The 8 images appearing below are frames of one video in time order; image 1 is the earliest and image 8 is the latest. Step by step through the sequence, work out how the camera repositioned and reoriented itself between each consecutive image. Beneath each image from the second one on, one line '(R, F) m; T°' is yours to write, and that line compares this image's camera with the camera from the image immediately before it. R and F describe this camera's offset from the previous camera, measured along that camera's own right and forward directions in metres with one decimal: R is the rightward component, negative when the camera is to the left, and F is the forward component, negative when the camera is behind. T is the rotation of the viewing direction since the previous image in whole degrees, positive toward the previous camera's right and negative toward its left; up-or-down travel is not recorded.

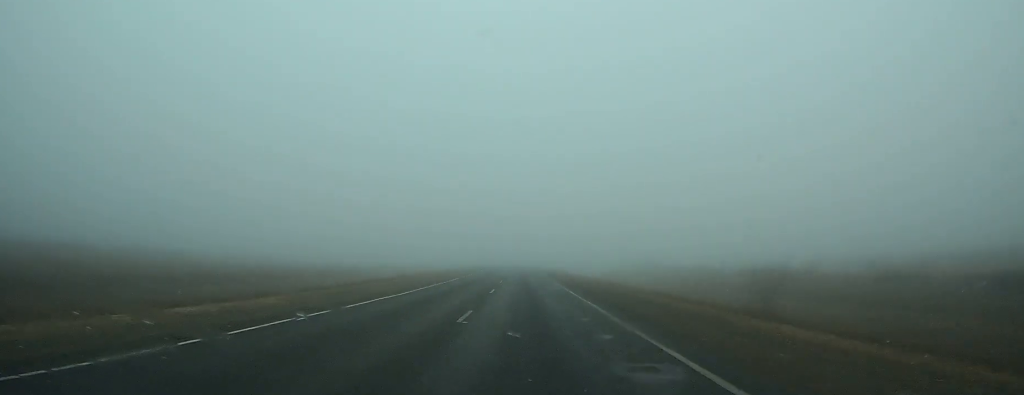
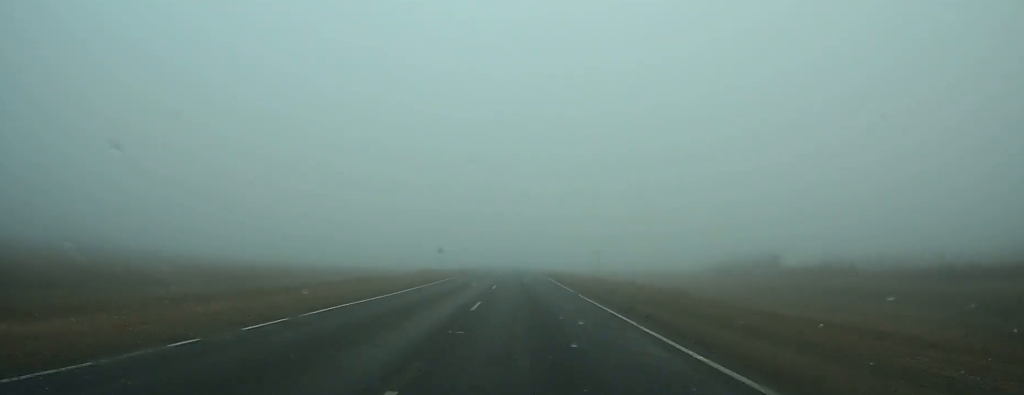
(-0.2, +79.3) m; 0°
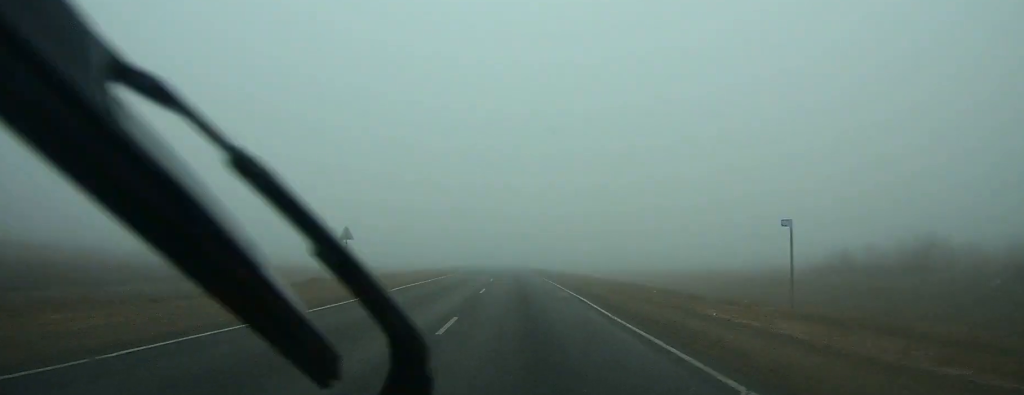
(-0.1, +42.3) m; -1°
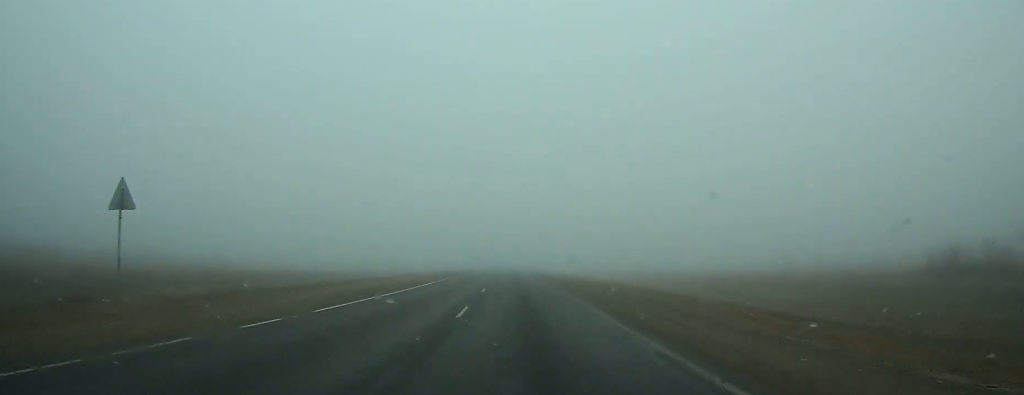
(+0.1, +21.6) m; 0°
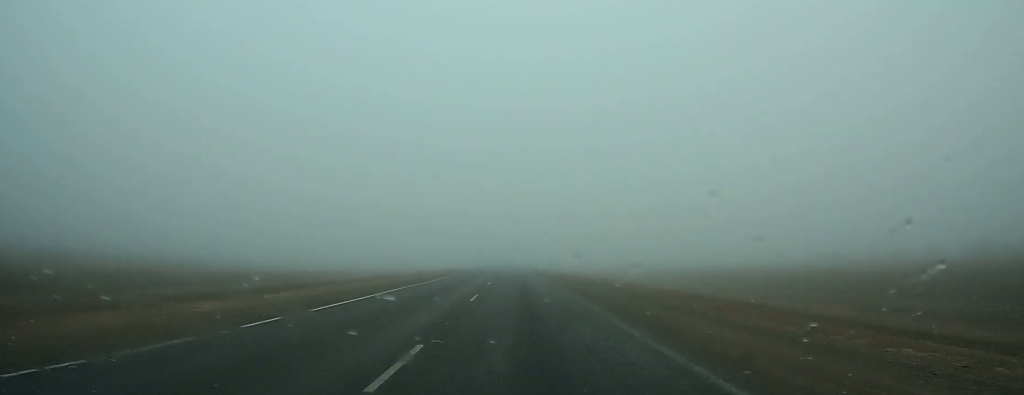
(-0.3, +20.0) m; -1°
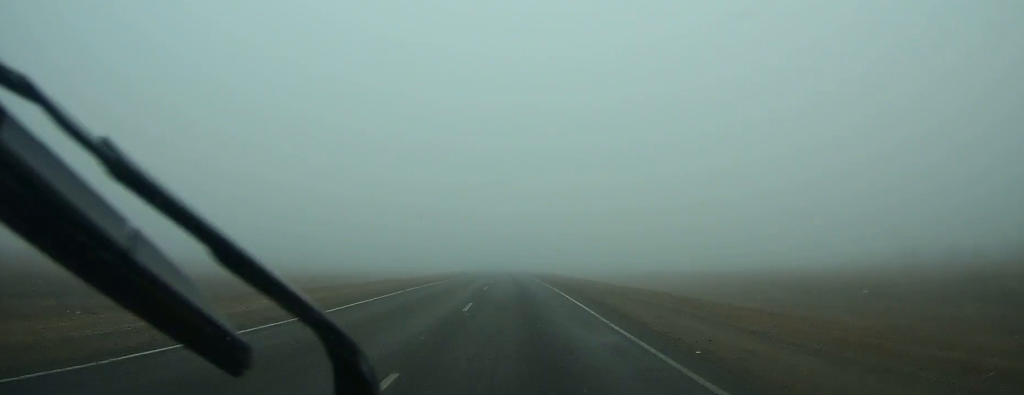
(-0.2, +26.9) m; -1°
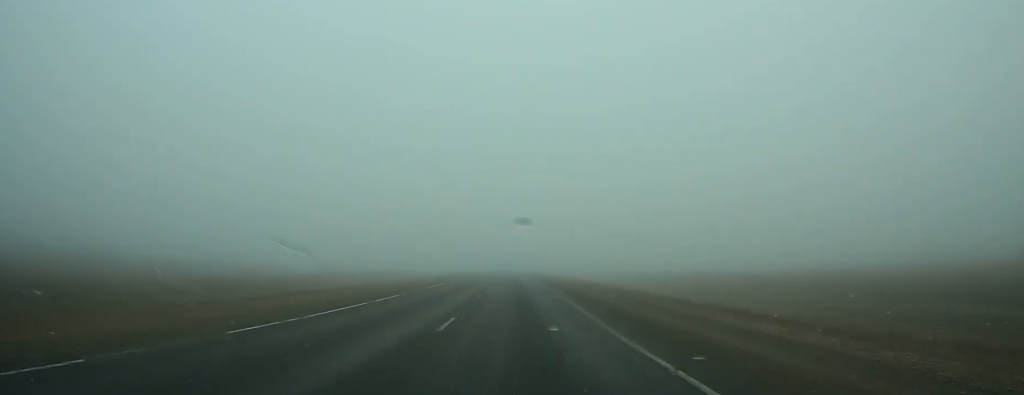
(-0.2, +28.1) m; -1°
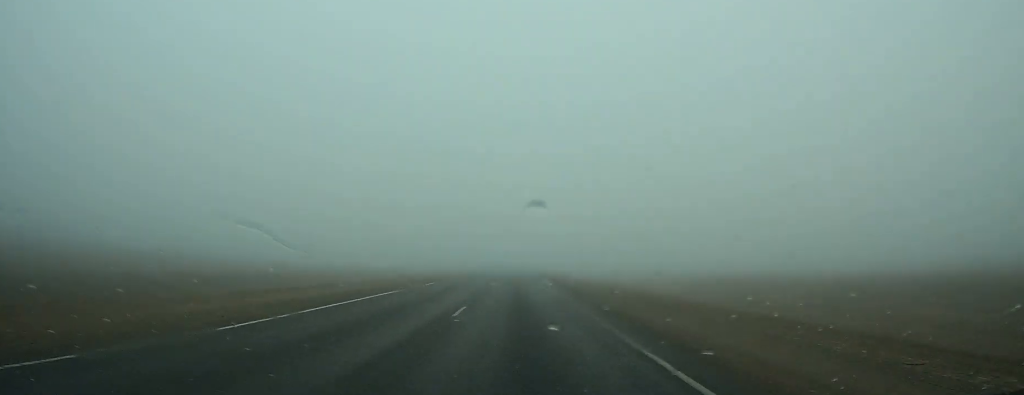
(-0.1, +21.4) m; -1°
